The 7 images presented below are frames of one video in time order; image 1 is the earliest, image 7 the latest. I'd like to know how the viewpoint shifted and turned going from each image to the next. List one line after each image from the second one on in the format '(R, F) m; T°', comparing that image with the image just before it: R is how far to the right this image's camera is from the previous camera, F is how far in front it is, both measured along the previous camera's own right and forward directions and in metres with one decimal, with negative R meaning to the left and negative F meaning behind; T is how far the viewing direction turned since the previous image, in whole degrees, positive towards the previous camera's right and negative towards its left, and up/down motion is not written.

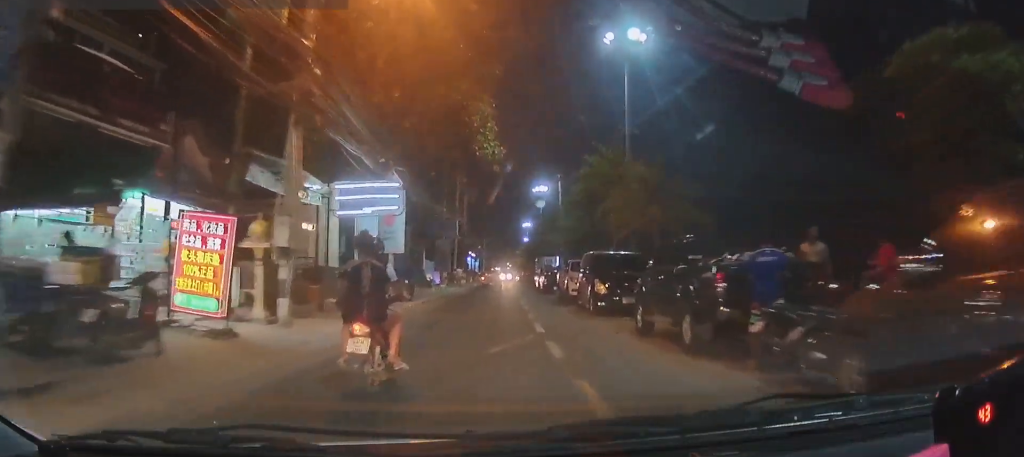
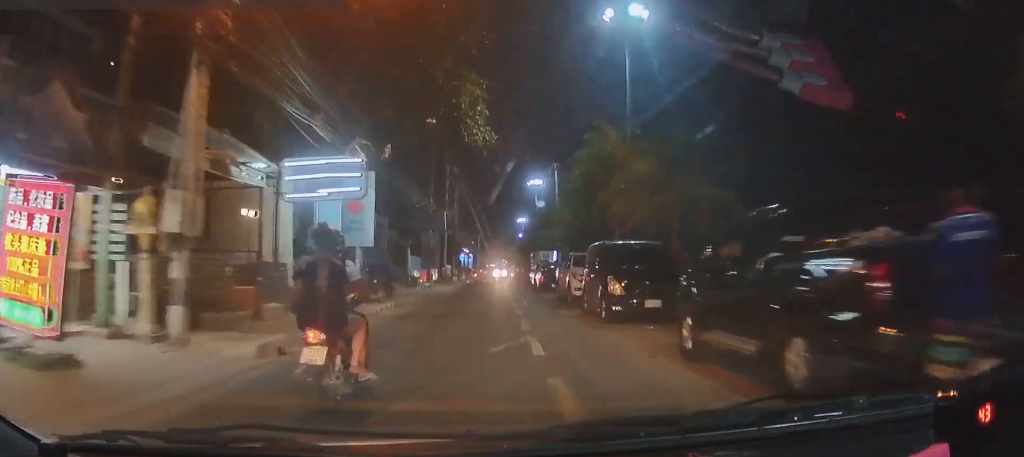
(-0.1, +3.8) m; -2°
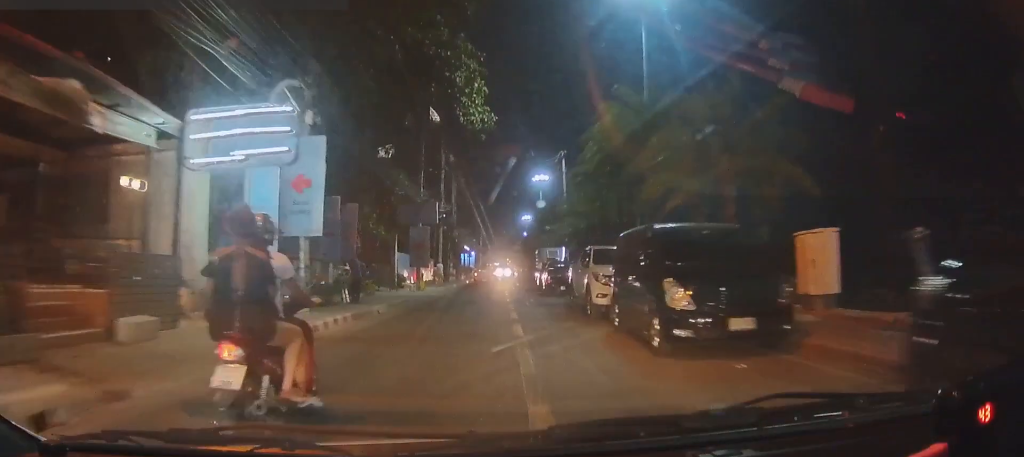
(-0.1, +5.2) m; -1°
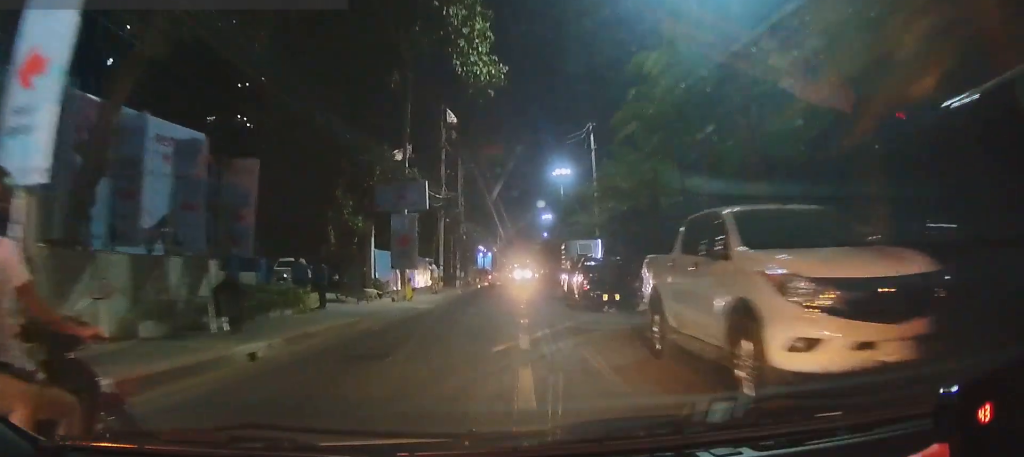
(-0.1, +9.9) m; -1°
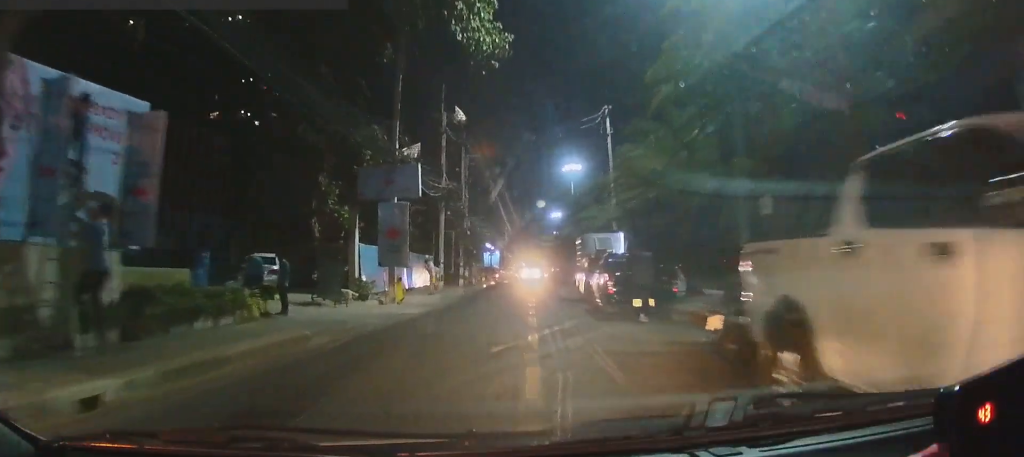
(0.0, +4.1) m; 0°
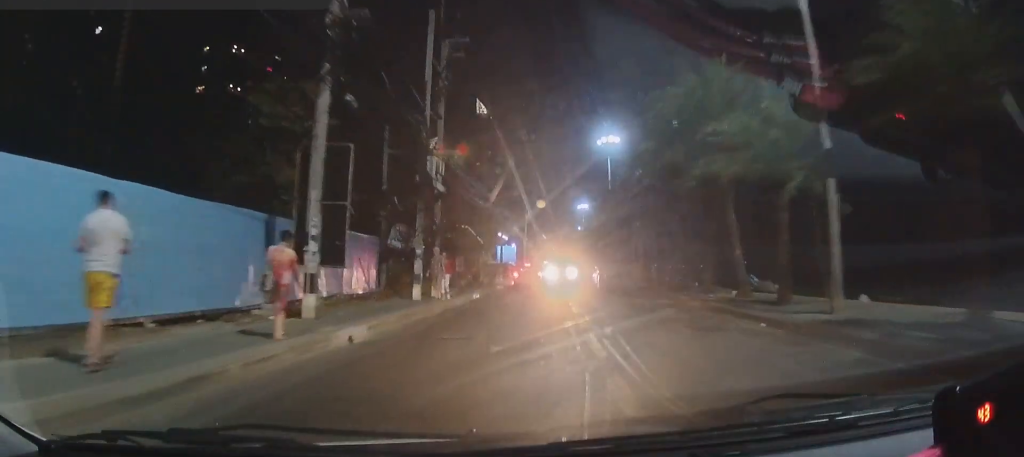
(-0.6, +25.7) m; -1°
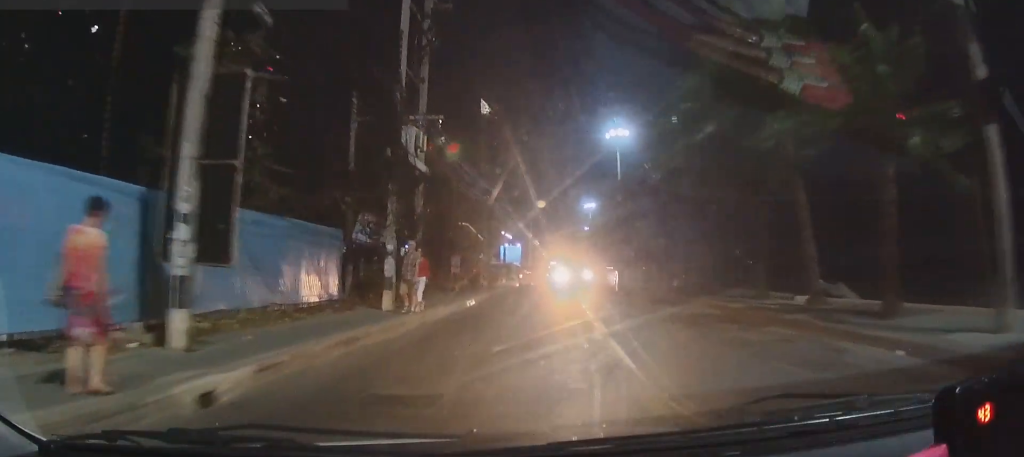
(+0.1, +5.1) m; 0°
